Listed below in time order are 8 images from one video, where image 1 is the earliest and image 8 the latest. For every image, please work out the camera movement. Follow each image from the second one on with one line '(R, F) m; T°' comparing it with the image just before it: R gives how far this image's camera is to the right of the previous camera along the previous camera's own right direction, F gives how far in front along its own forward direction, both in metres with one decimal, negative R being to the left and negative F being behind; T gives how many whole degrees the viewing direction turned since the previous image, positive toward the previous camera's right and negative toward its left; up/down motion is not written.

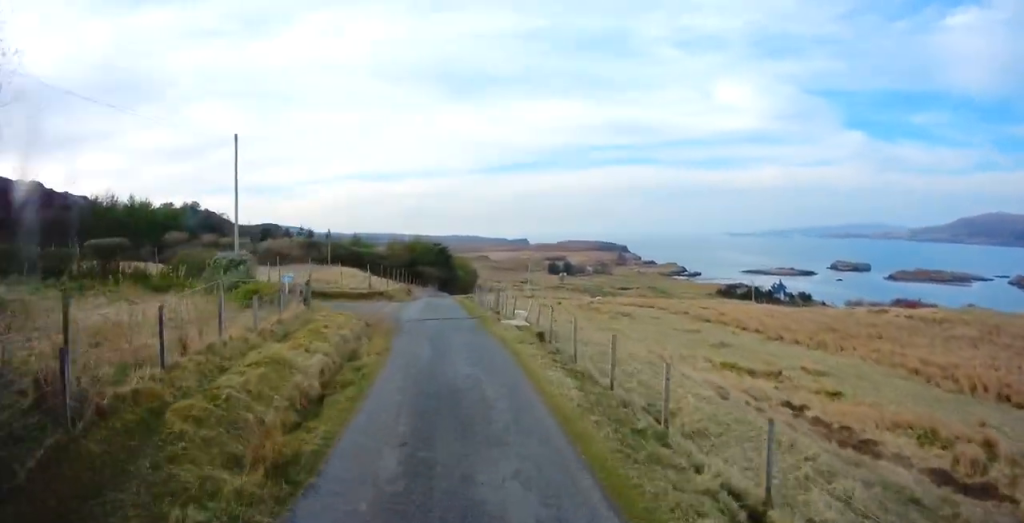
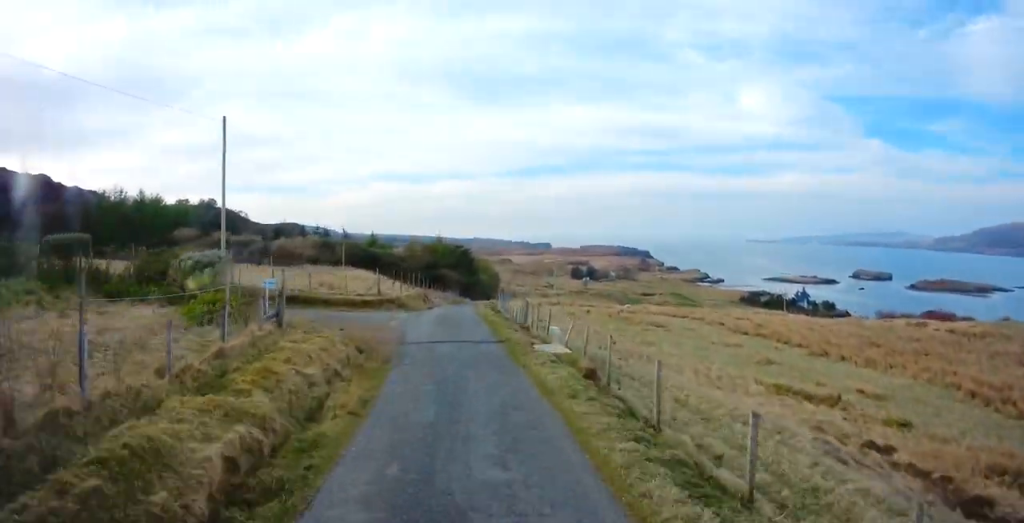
(-0.2, +4.0) m; -2°
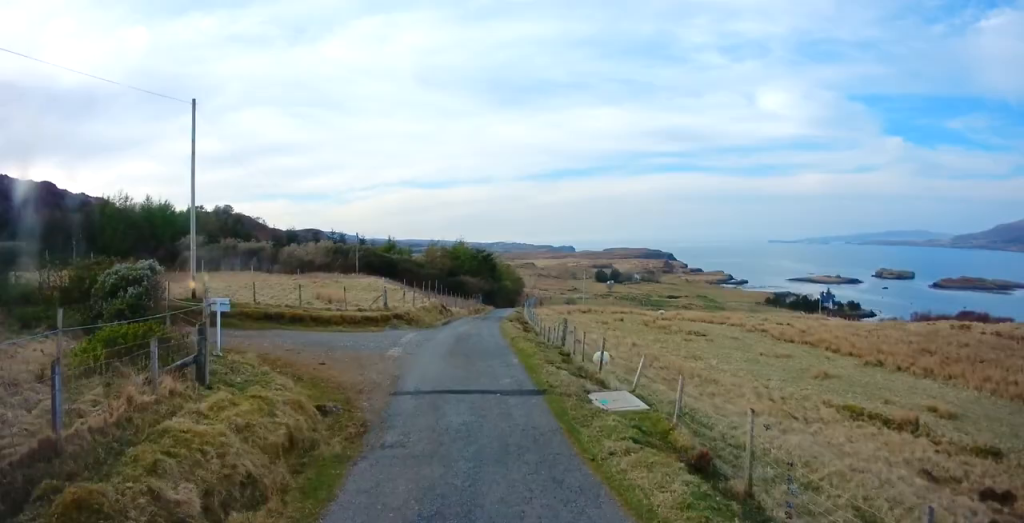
(-0.1, +5.1) m; -3°
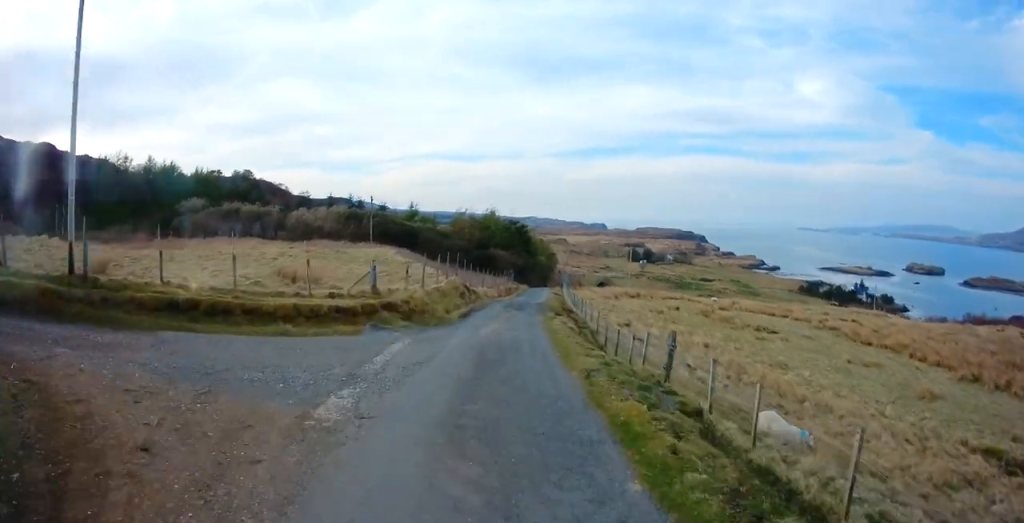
(-0.3, +8.7) m; -2°
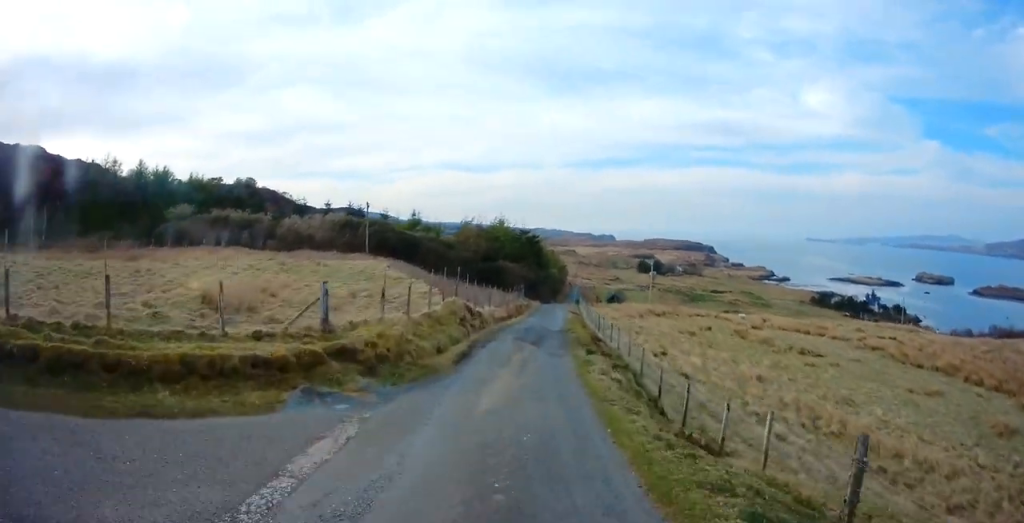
(0.0, +5.9) m; 0°
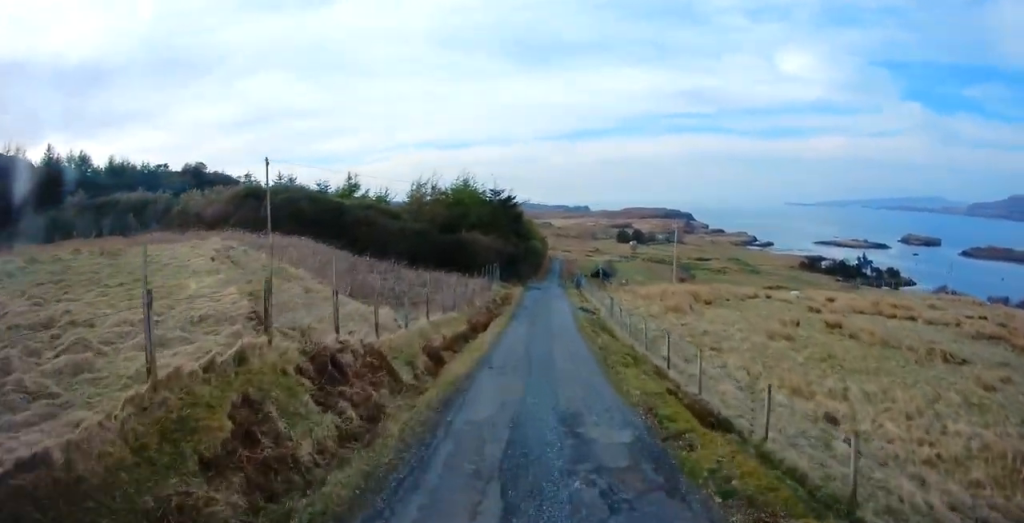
(+0.2, +16.9) m; +2°
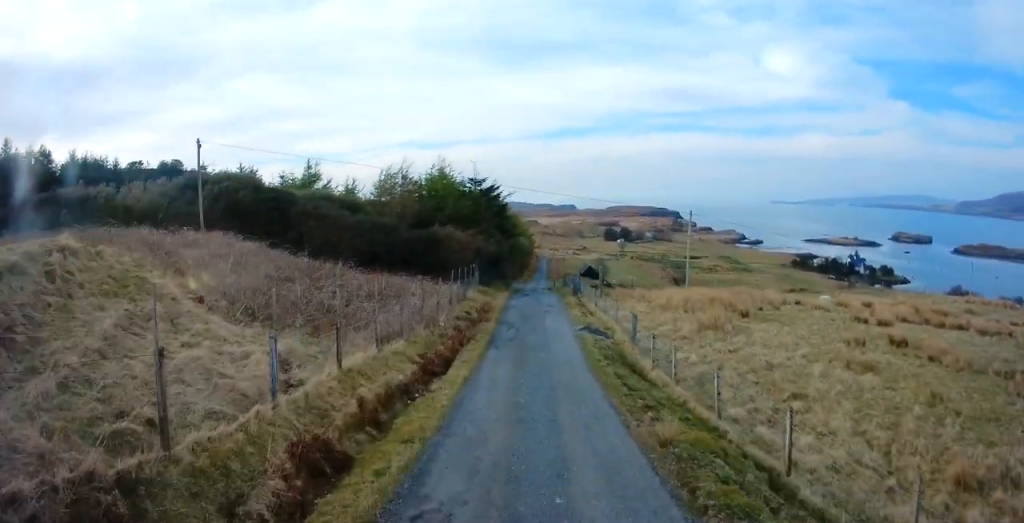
(+0.1, +6.6) m; +1°
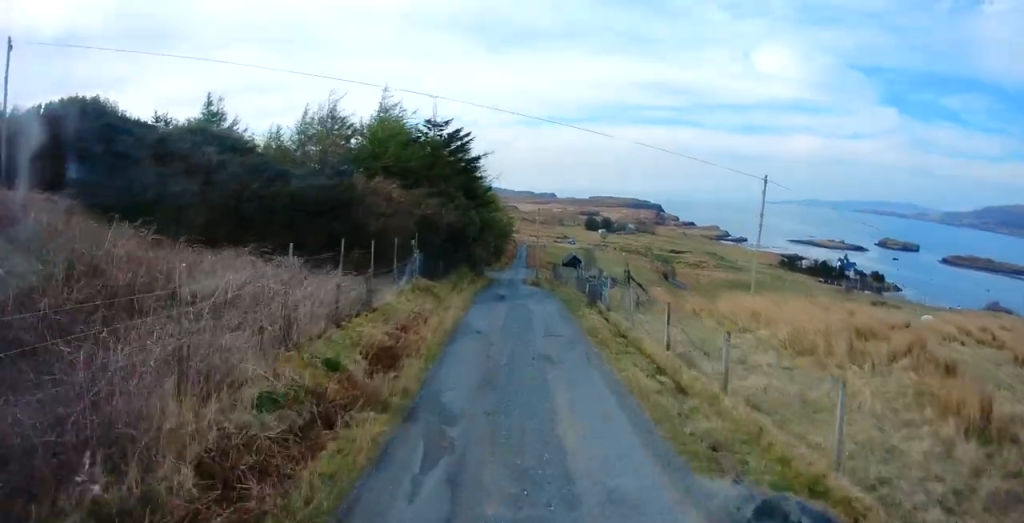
(0.0, +13.5) m; +1°
